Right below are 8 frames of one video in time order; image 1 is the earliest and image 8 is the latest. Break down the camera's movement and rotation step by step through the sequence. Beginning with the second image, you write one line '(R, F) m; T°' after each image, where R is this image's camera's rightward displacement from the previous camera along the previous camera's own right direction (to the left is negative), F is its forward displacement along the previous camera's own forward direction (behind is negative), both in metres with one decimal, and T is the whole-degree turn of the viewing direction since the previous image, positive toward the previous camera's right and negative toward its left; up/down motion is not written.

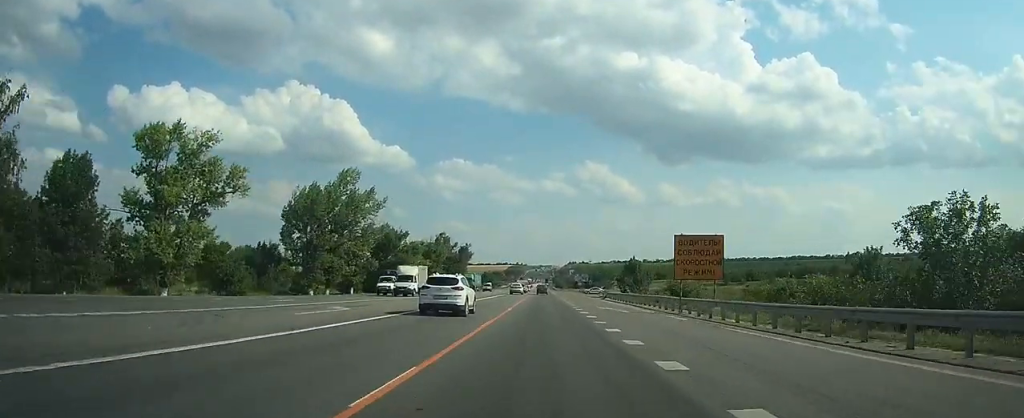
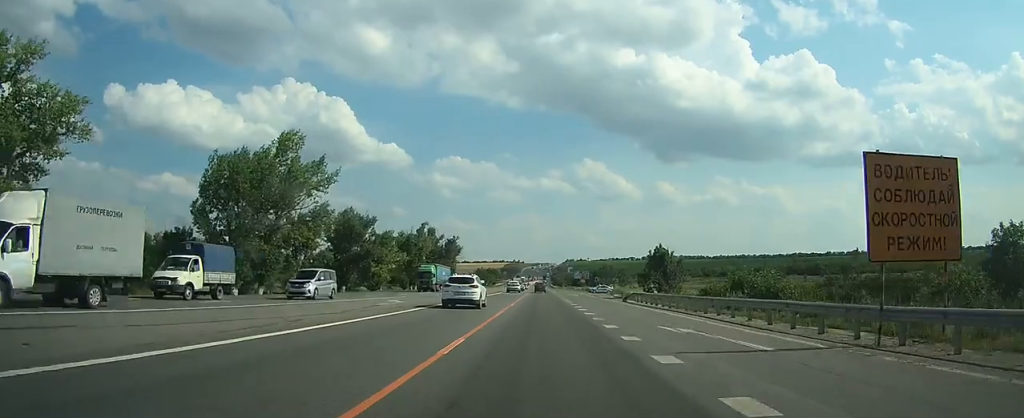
(0.0, +19.6) m; 0°
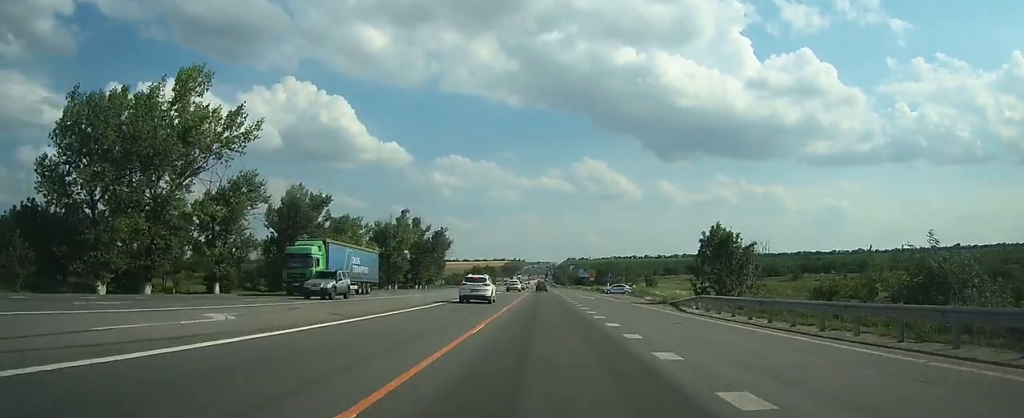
(0.0, +20.0) m; 0°
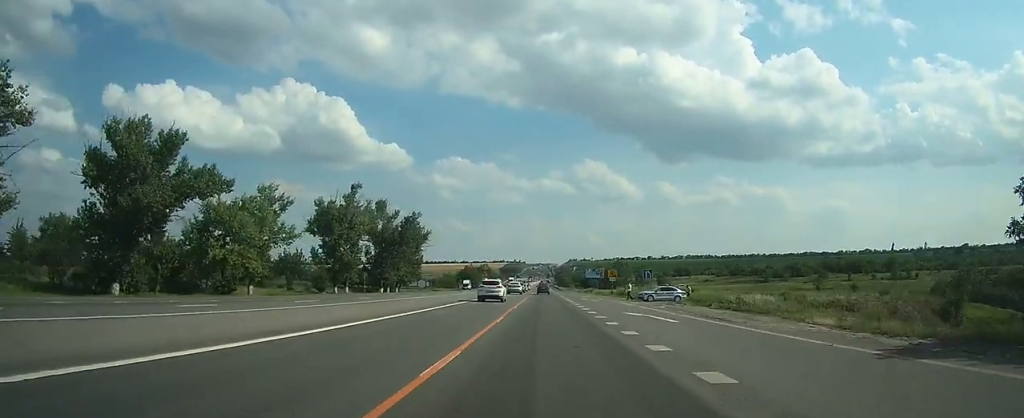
(-0.1, +31.6) m; 0°
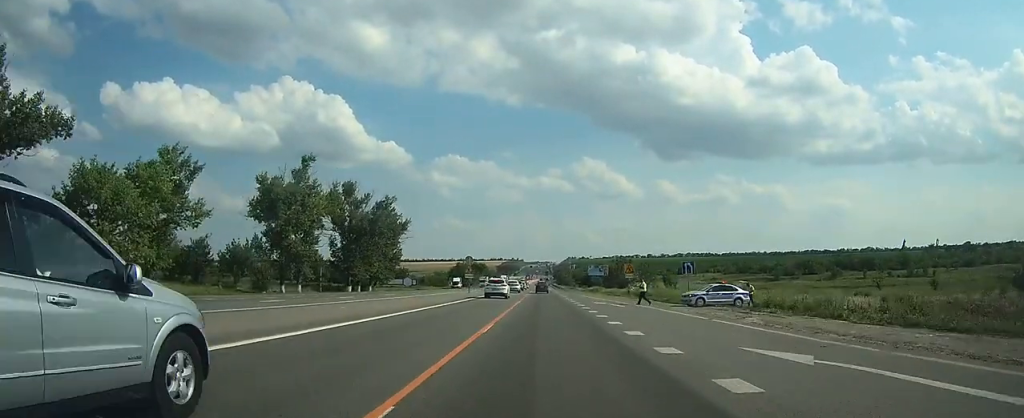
(-0.1, +17.8) m; 0°
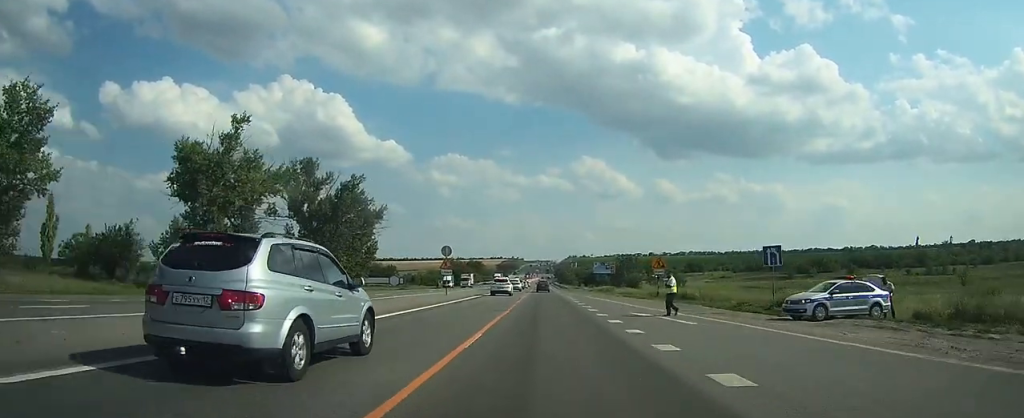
(0.0, +17.2) m; 0°
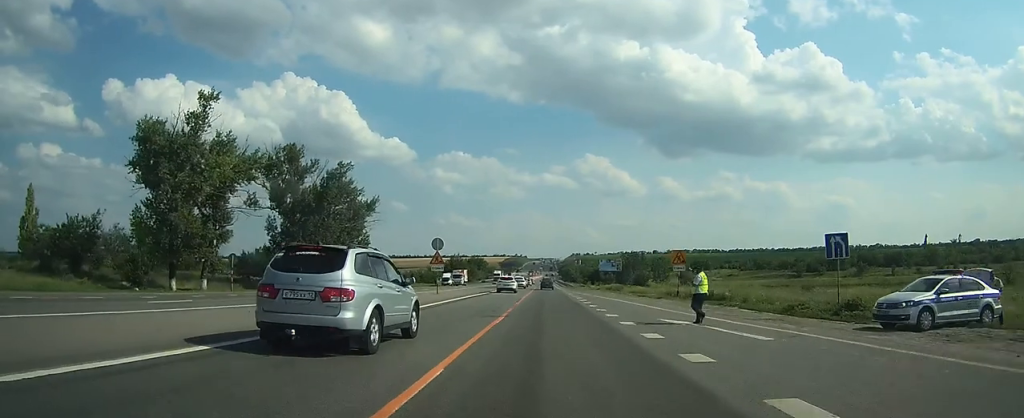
(0.0, +7.5) m; 0°
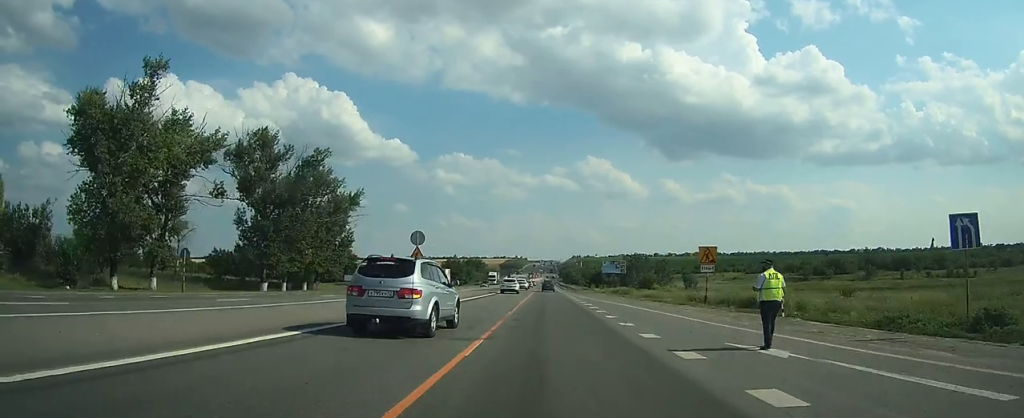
(0.0, +9.6) m; 0°
